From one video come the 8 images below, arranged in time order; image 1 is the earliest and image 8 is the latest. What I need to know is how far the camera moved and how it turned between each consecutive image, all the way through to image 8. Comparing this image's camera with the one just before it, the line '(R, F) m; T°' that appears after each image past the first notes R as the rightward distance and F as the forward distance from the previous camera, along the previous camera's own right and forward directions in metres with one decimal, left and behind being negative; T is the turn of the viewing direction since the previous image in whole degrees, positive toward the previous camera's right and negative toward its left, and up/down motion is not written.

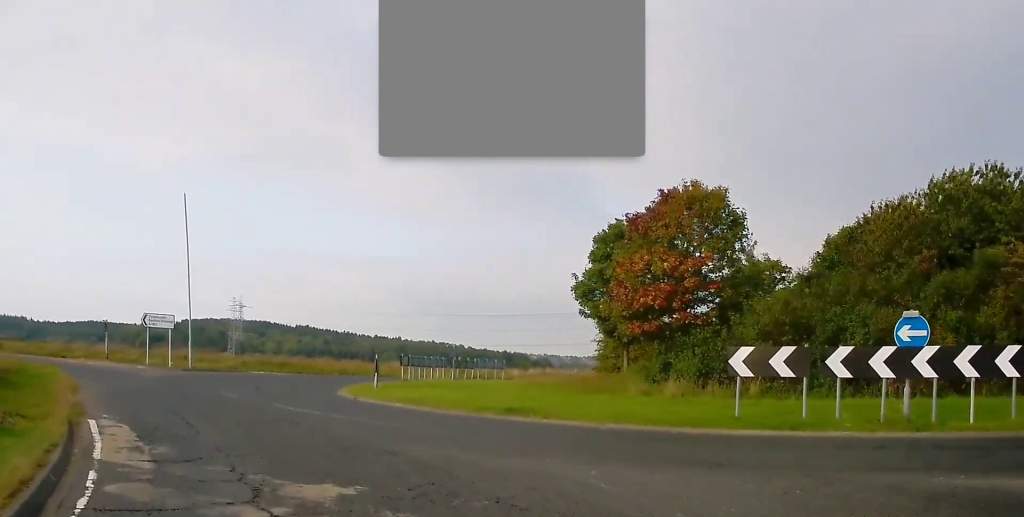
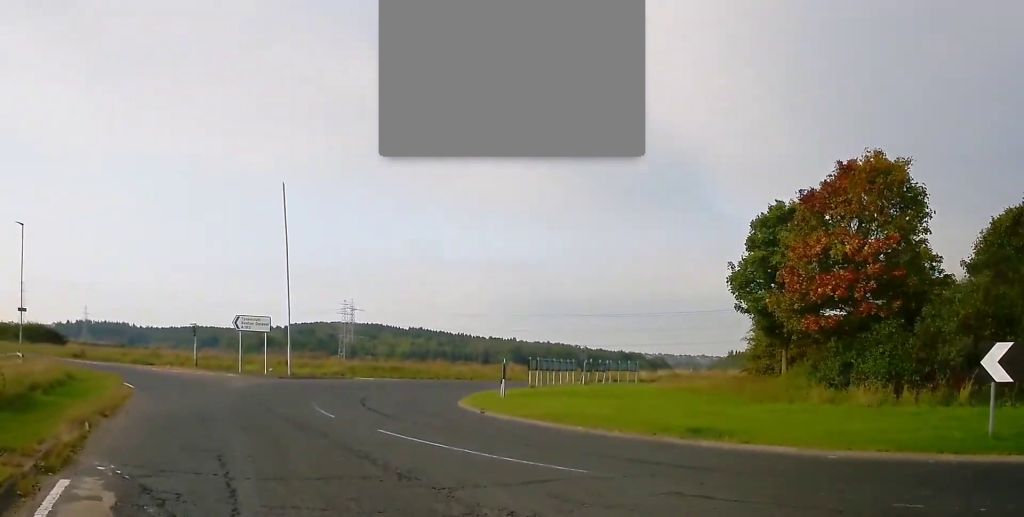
(-0.1, +4.6) m; -5°
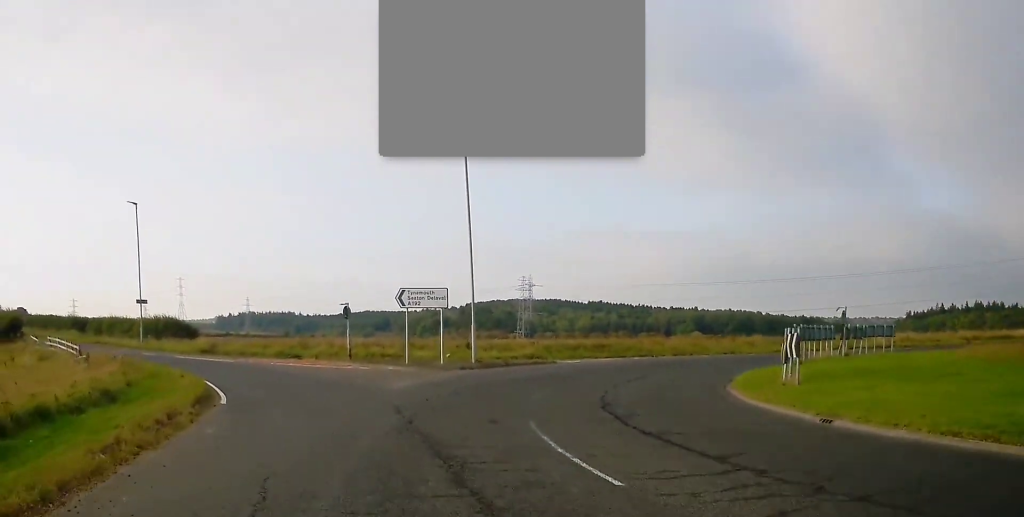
(-0.8, +9.1) m; -12°
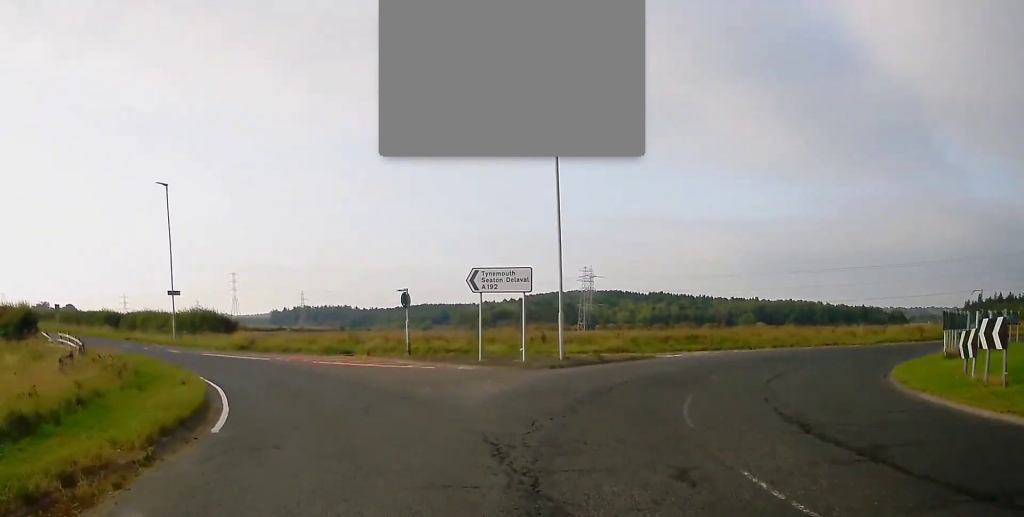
(-0.4, +5.6) m; -5°
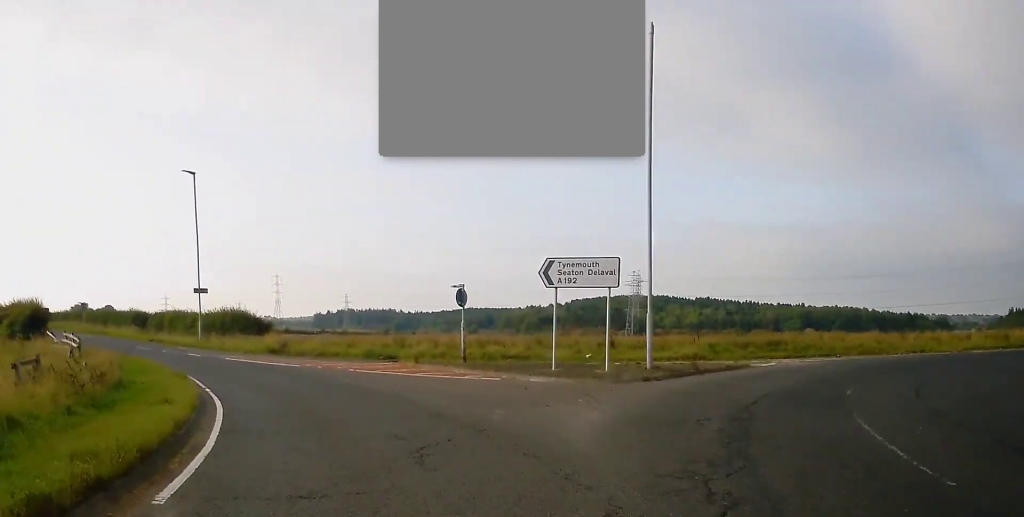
(-0.2, +4.3) m; -3°
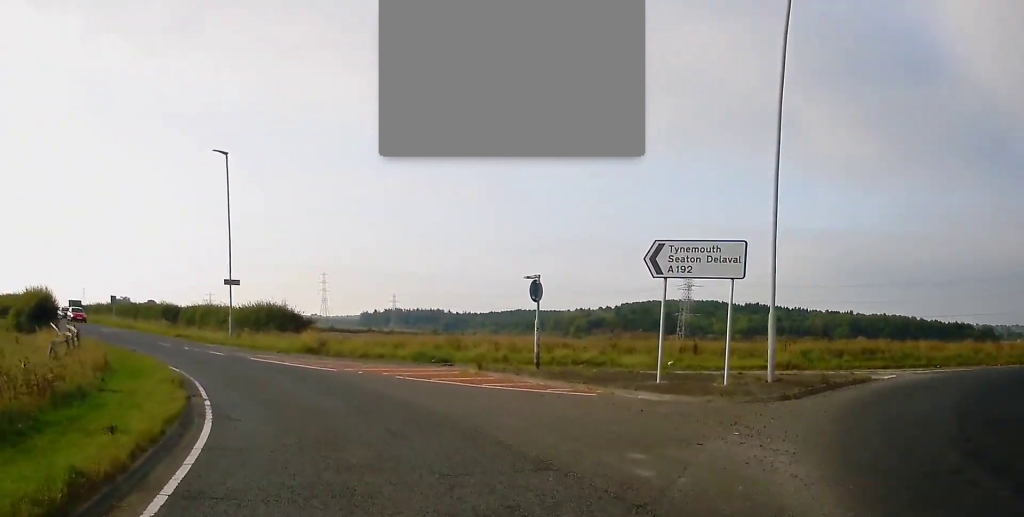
(-0.1, +4.5) m; -4°
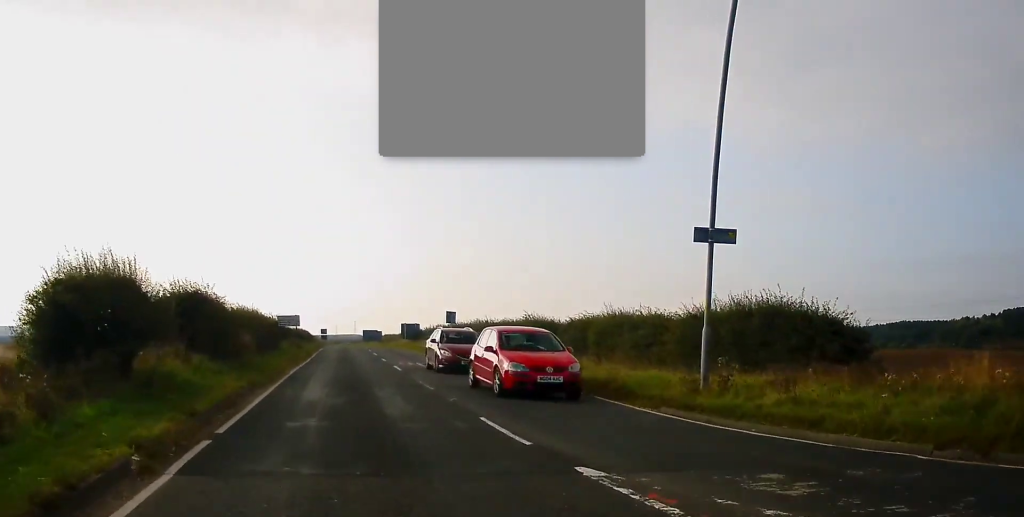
(-5.7, +26.5) m; -24°
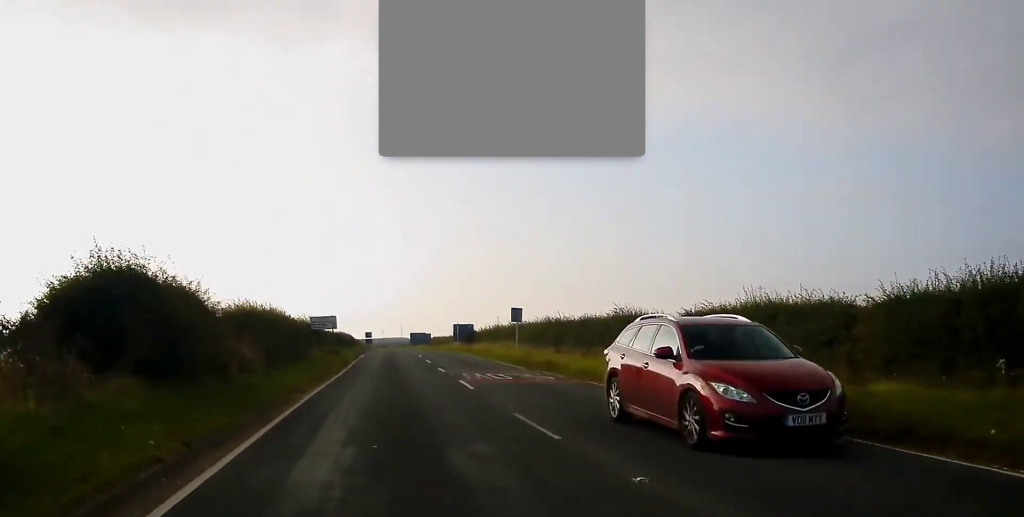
(-0.7, +8.5) m; -4°
